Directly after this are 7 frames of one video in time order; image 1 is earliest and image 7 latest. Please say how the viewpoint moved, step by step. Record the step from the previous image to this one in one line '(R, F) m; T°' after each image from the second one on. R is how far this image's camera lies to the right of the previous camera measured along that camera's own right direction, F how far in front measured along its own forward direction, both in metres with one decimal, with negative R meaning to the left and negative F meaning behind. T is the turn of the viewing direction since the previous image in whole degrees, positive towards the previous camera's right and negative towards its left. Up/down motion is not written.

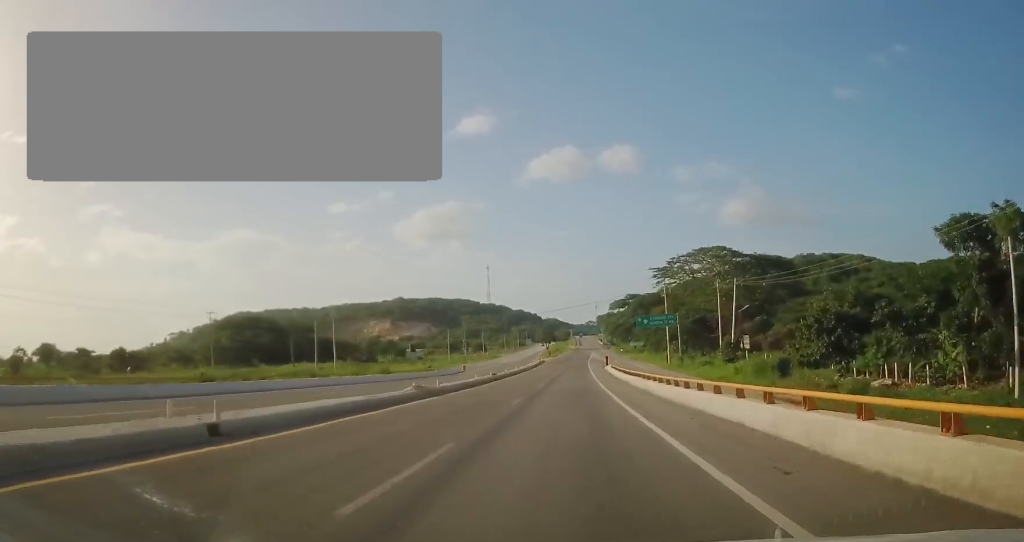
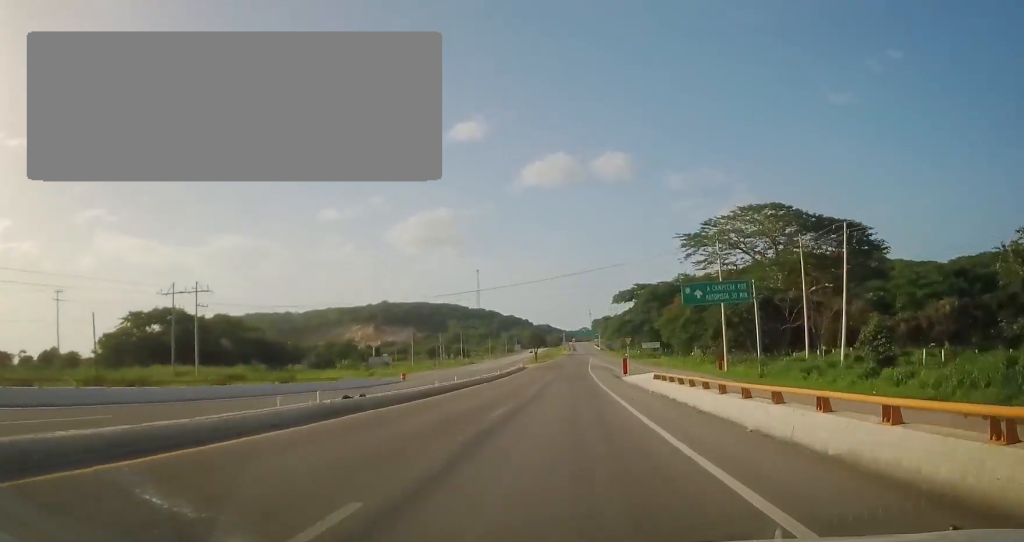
(0.0, +34.5) m; -1°
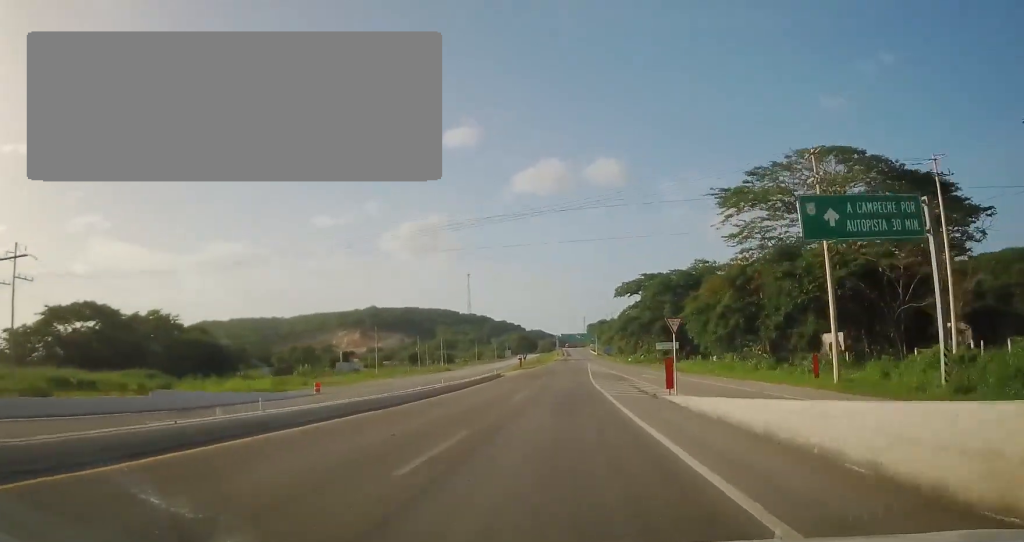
(-0.3, +23.2) m; +1°
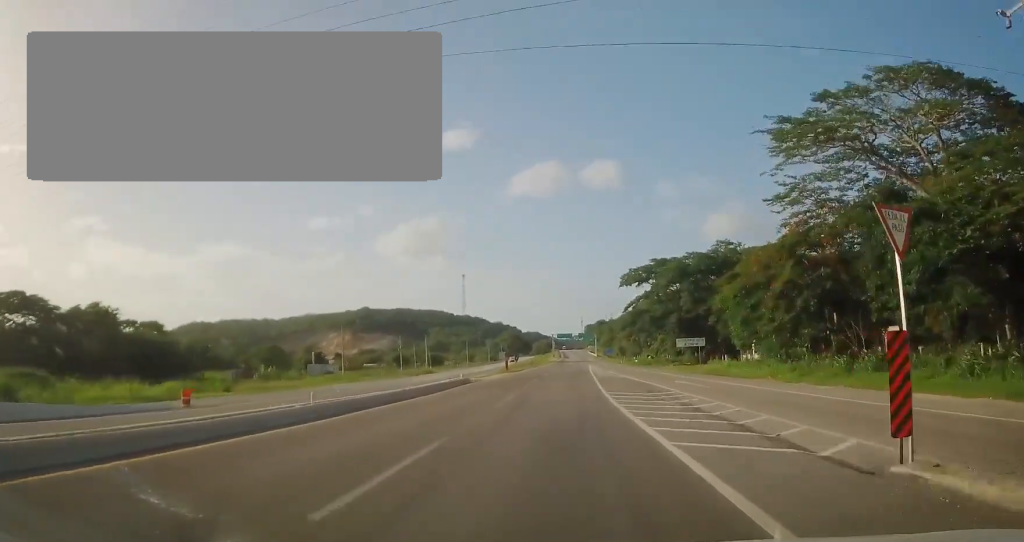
(+0.2, +17.5) m; +1°
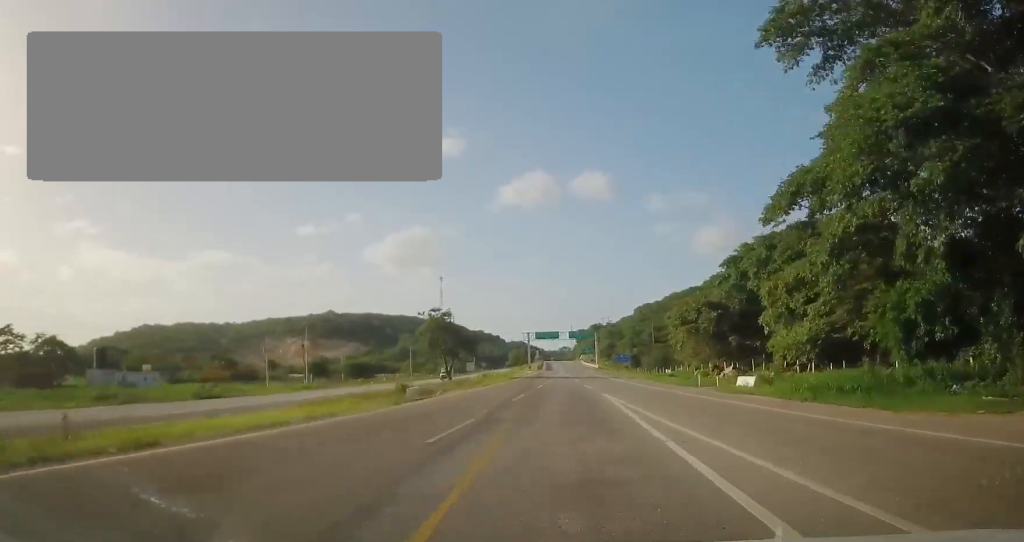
(+1.9, +76.1) m; +1°
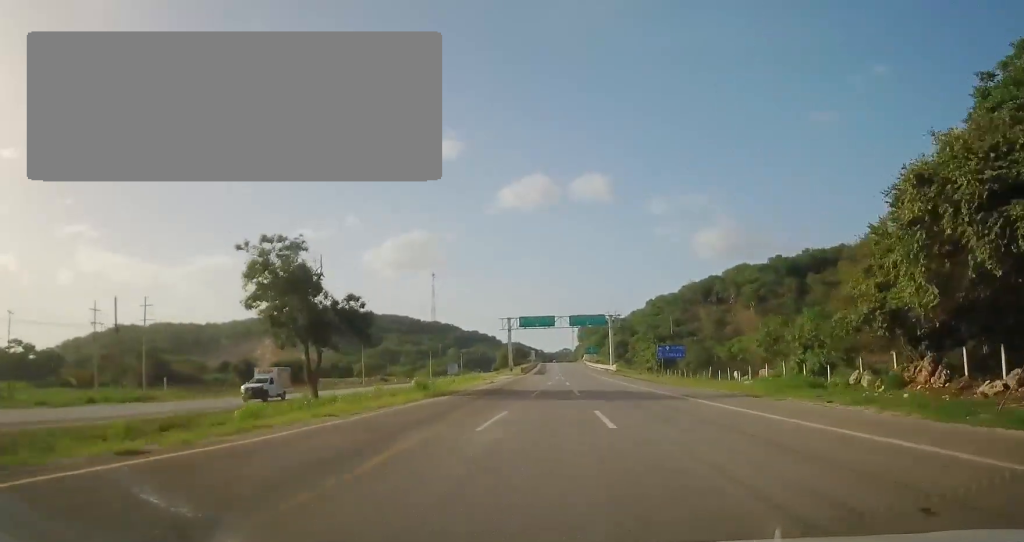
(0.0, +43.2) m; 0°
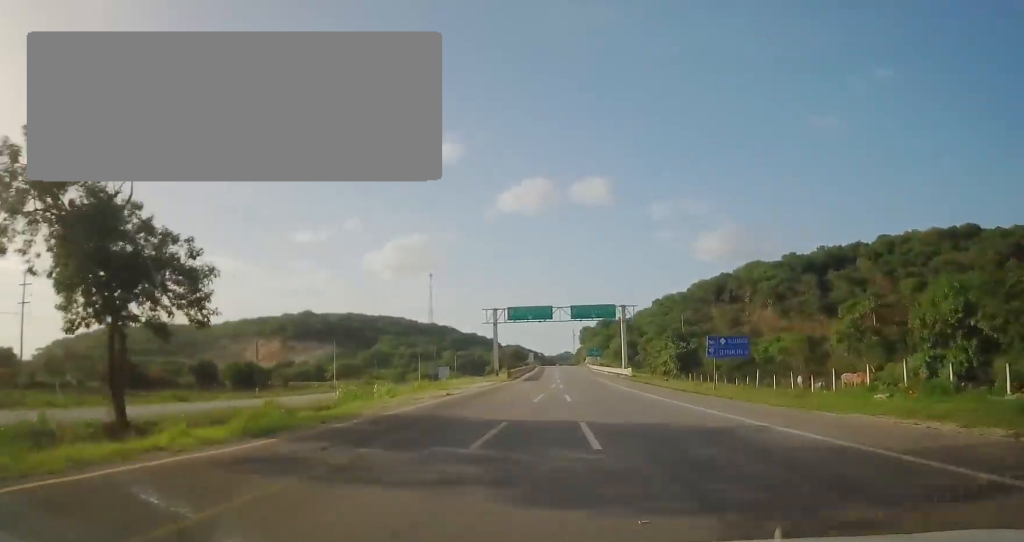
(0.0, +17.8) m; 0°
